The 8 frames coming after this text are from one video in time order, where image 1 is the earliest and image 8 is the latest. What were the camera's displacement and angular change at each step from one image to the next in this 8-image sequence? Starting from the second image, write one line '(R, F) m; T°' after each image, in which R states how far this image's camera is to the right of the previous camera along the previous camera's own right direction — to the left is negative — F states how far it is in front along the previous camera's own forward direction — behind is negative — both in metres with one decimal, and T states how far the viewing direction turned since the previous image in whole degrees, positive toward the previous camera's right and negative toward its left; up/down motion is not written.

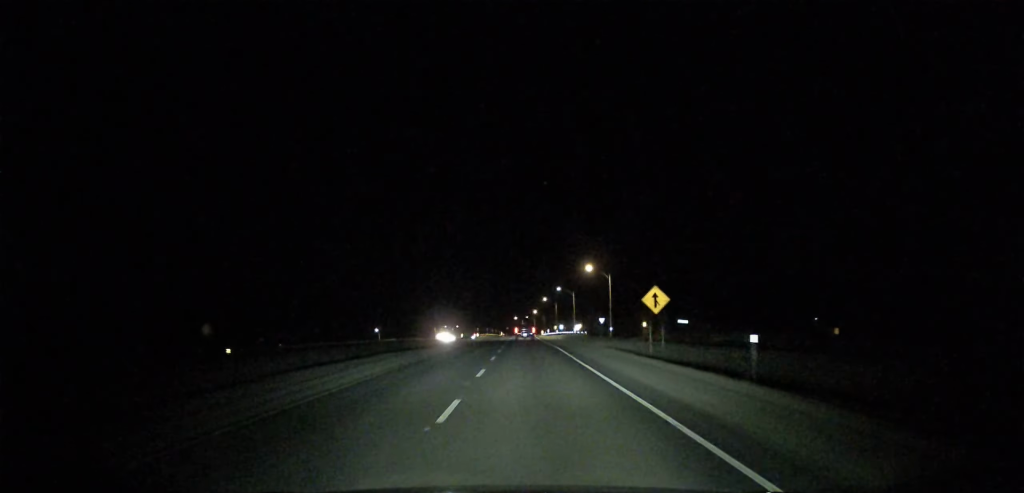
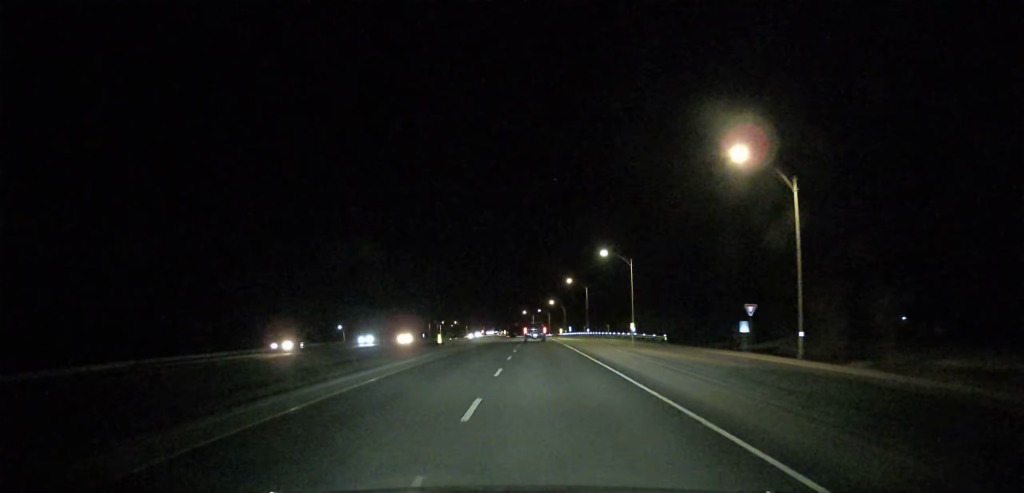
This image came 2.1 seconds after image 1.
(+0.1, +70.8) m; 0°
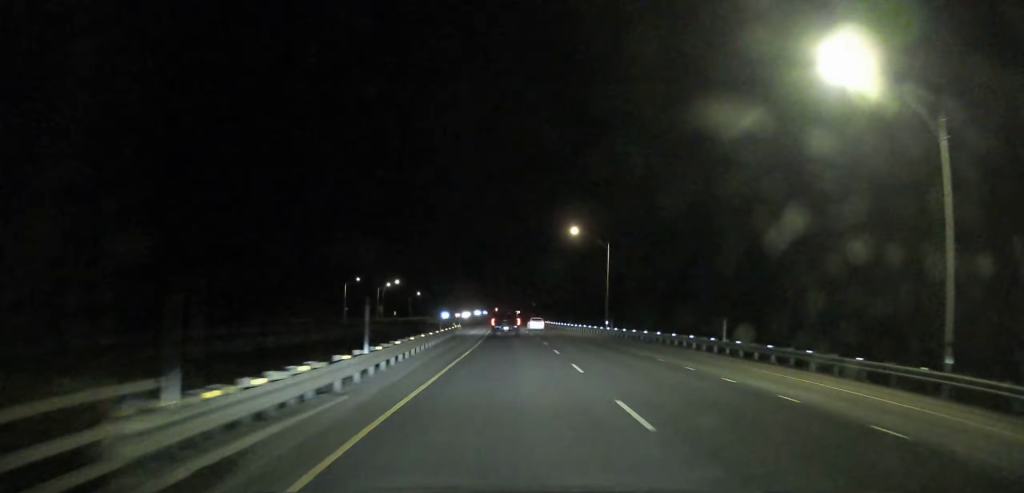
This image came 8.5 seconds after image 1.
(-1.6, +213.8) m; -2°
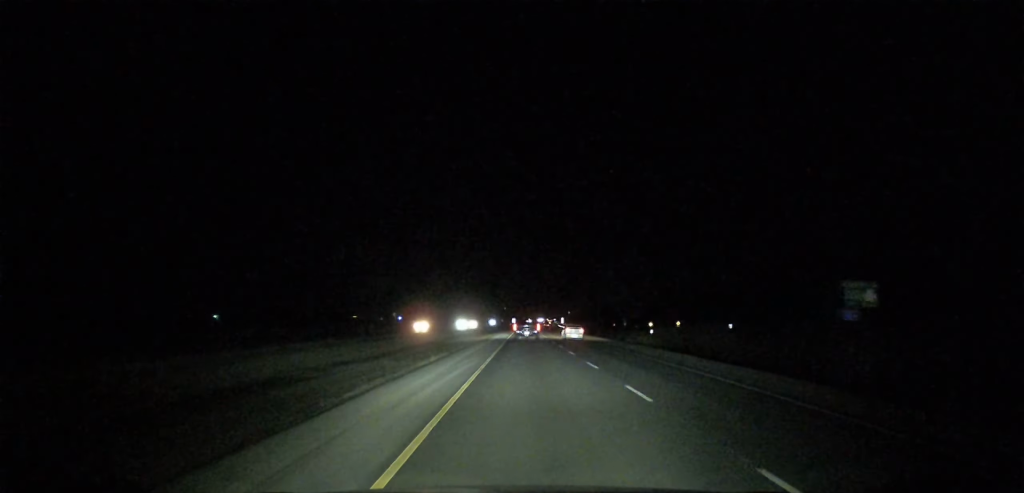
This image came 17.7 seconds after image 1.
(-8.8, +291.5) m; -2°
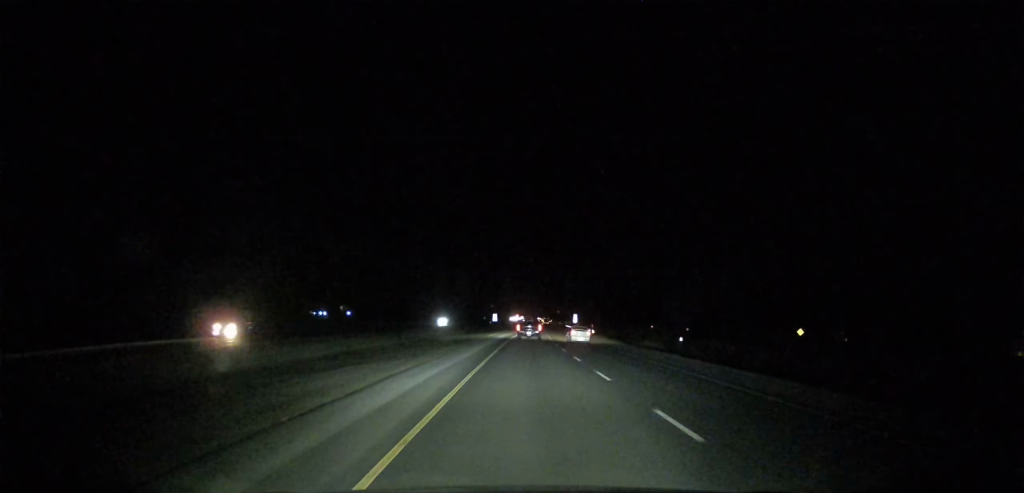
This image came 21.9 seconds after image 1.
(+0.8, +133.7) m; +1°
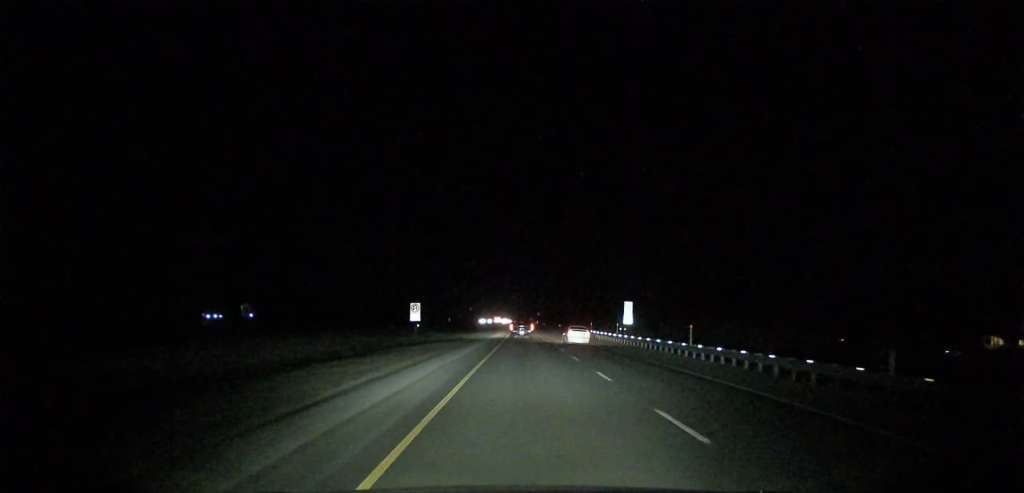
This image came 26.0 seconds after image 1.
(+1.4, +128.9) m; +1°
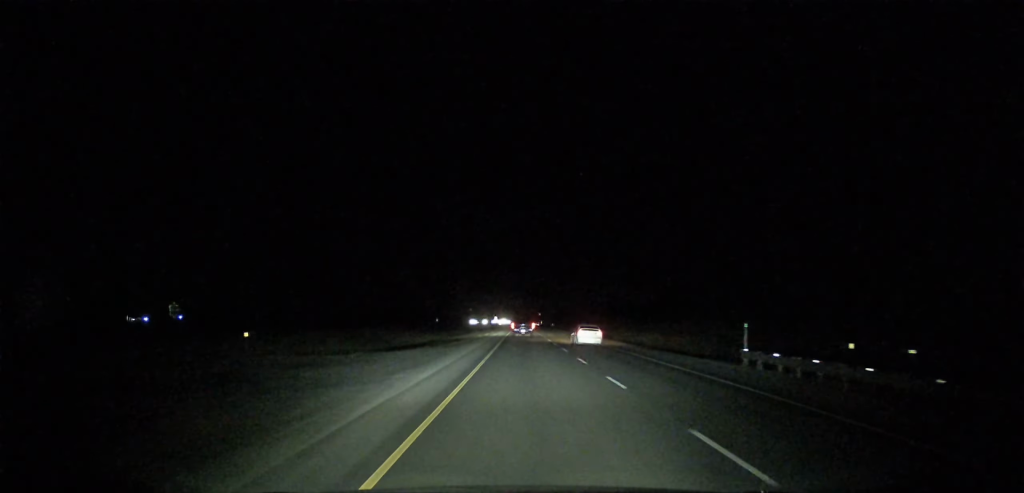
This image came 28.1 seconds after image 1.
(+0.5, +65.8) m; 0°
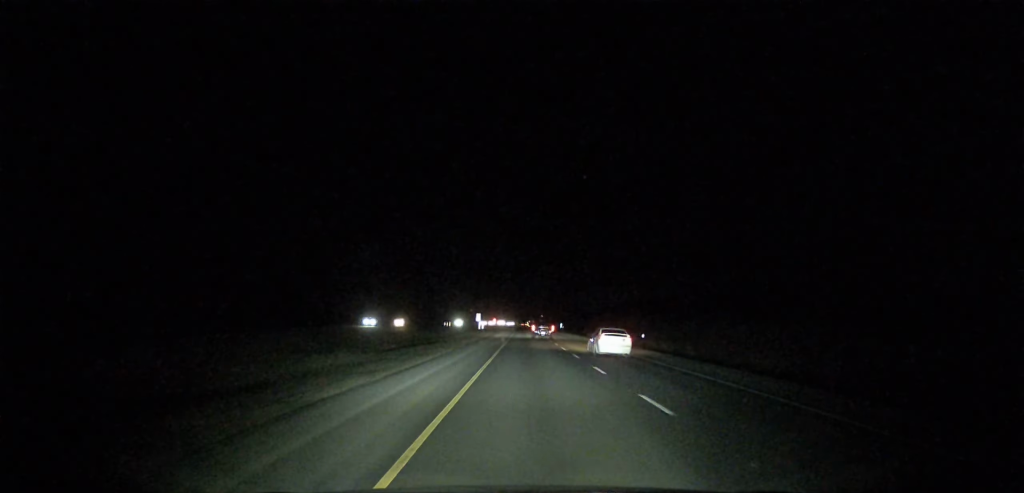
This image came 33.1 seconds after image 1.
(+0.3, +159.0) m; 0°
